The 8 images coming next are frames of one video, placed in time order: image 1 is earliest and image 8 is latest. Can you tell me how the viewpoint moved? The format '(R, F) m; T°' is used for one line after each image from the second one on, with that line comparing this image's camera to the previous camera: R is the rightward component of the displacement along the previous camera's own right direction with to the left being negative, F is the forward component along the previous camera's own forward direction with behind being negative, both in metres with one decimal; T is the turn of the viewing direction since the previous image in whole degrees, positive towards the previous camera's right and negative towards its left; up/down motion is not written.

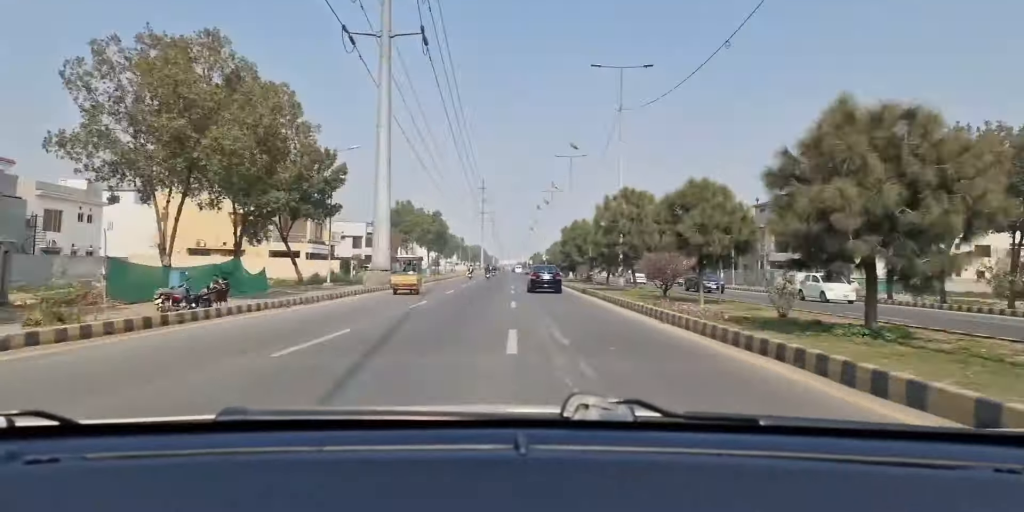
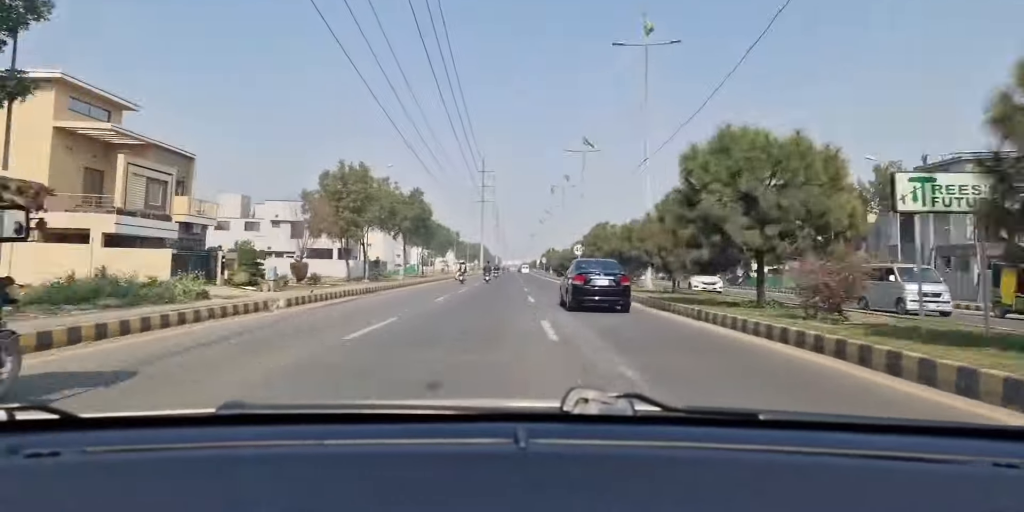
(-0.3, +33.8) m; 0°
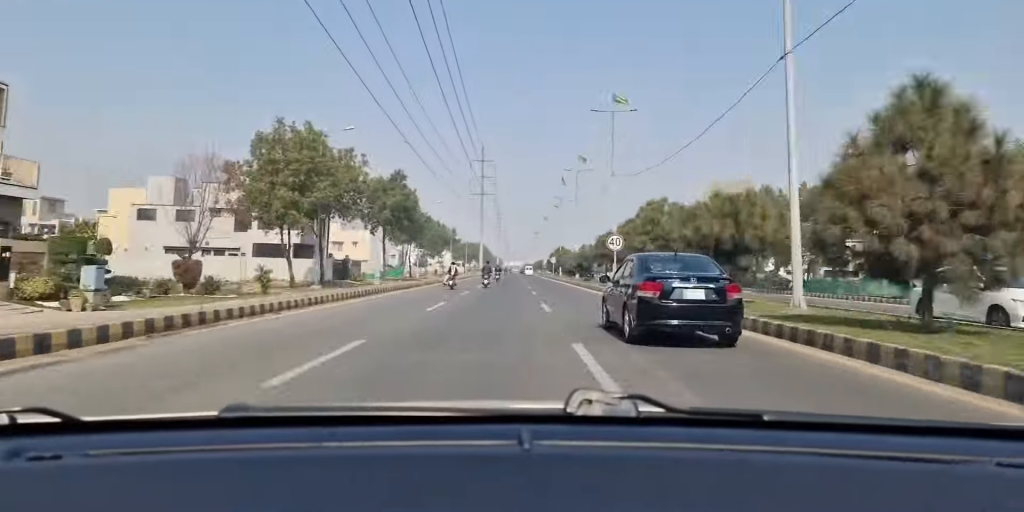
(+0.2, +16.3) m; 0°
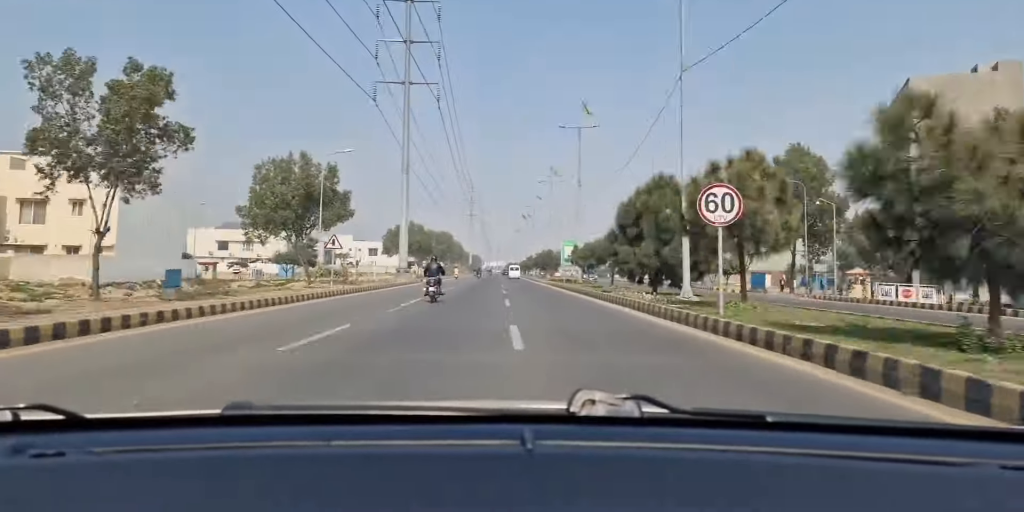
(+1.1, +80.8) m; +1°
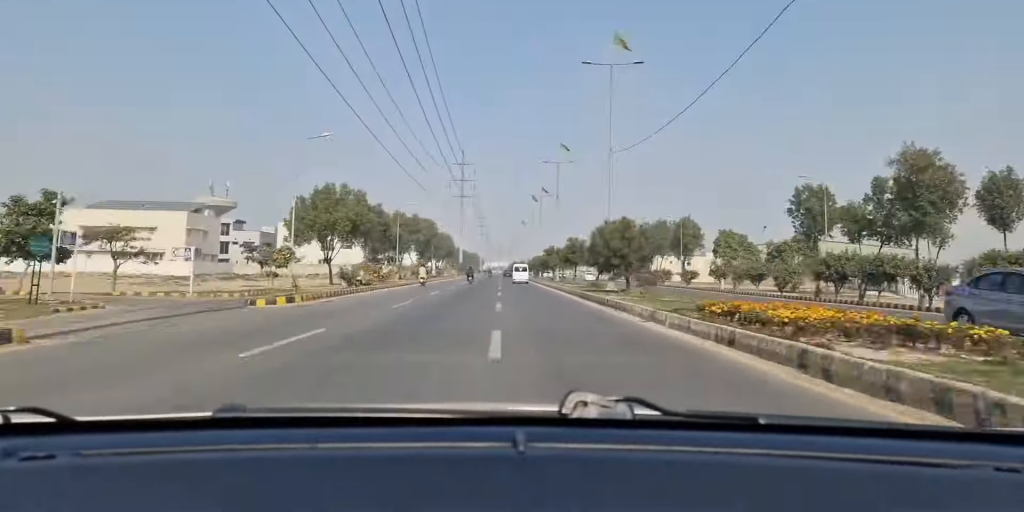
(+0.4, +48.2) m; -1°
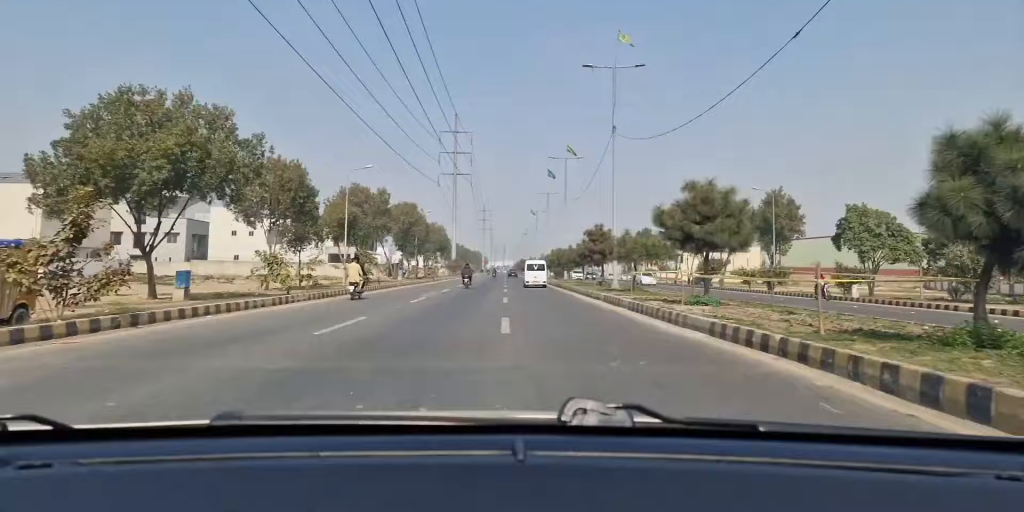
(-0.4, +32.0) m; -1°
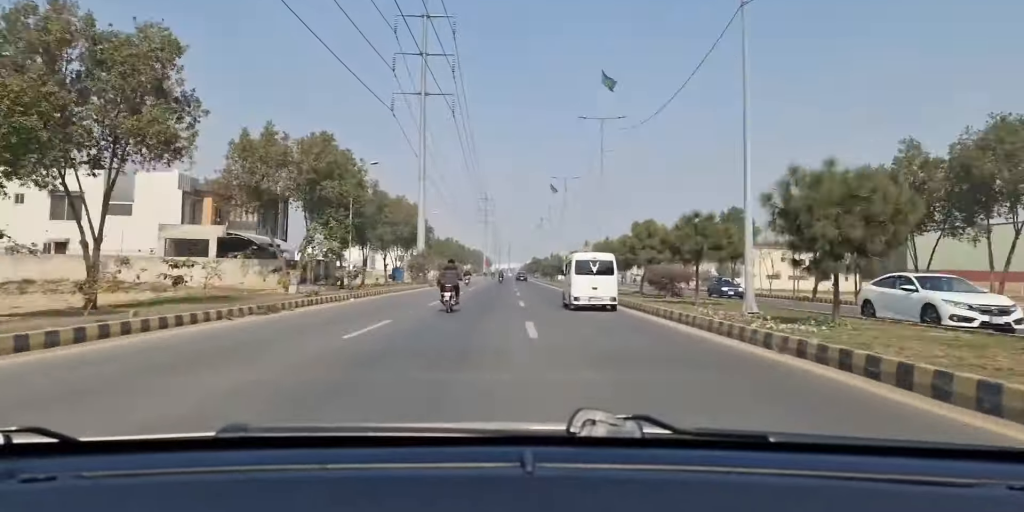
(-0.7, +47.6) m; 0°
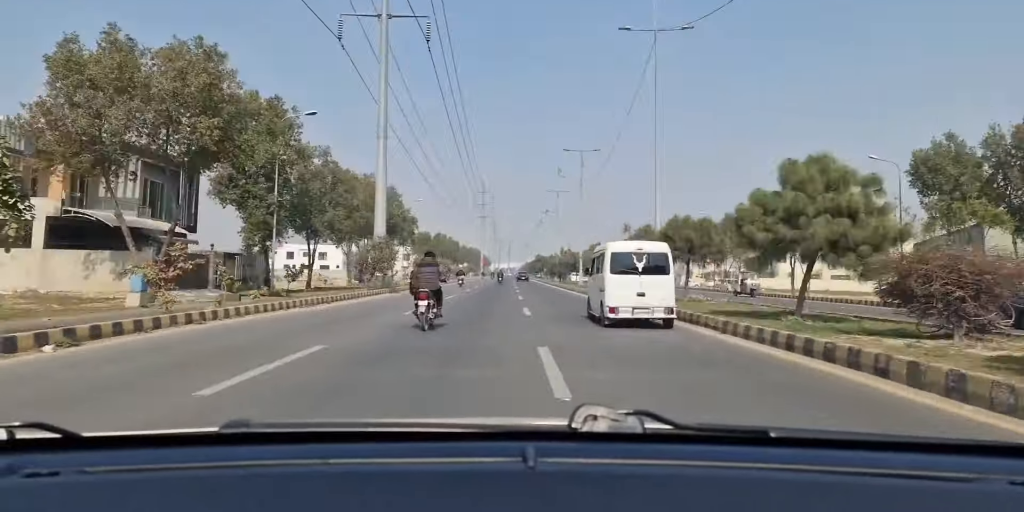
(+0.2, +17.1) m; +1°
